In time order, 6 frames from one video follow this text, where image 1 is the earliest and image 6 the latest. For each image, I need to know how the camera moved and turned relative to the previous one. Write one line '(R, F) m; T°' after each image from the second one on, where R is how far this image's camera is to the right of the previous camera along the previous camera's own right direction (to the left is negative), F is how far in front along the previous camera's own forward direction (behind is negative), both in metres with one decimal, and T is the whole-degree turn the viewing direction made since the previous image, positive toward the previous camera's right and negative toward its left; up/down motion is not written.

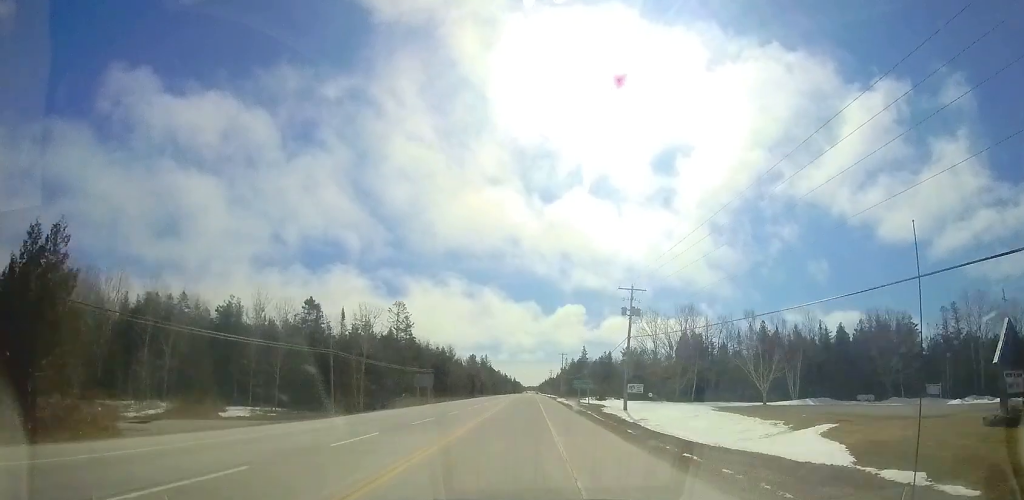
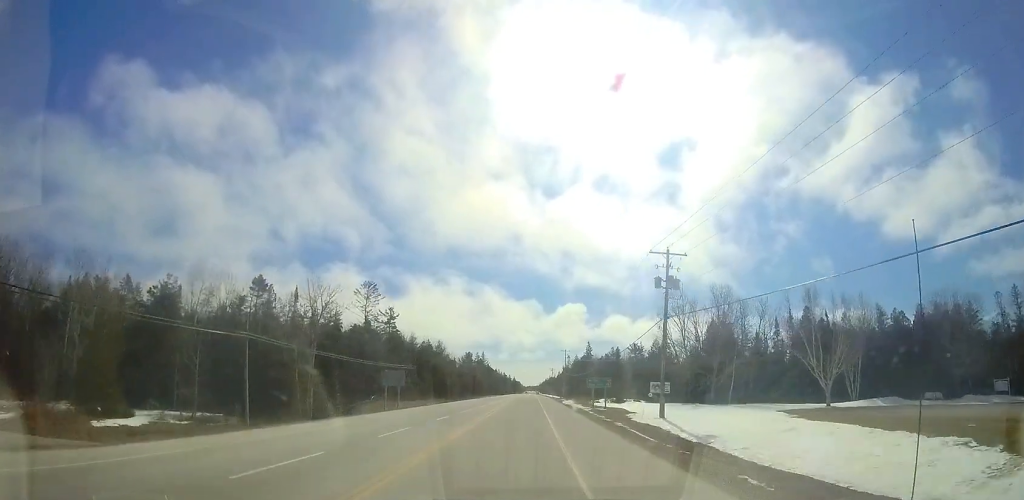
(+0.1, +11.1) m; 0°
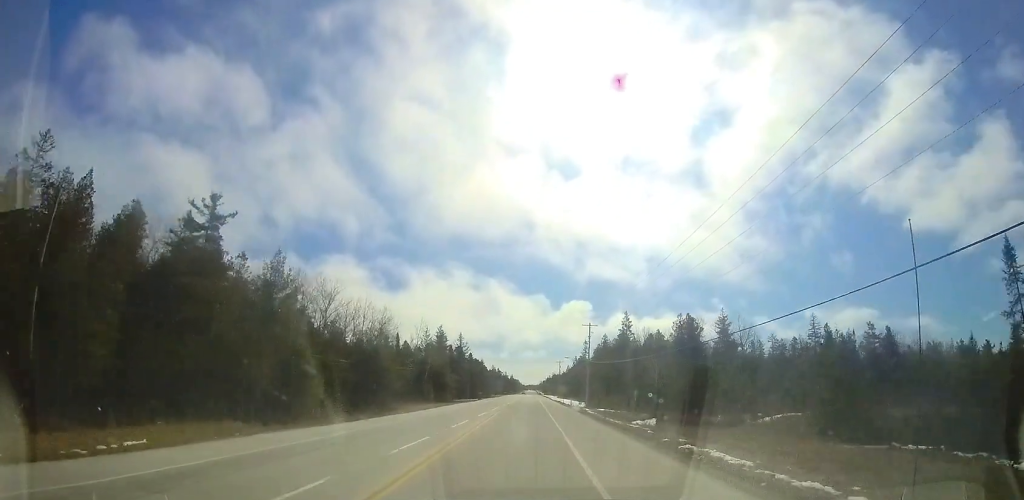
(+0.2, +49.7) m; 0°
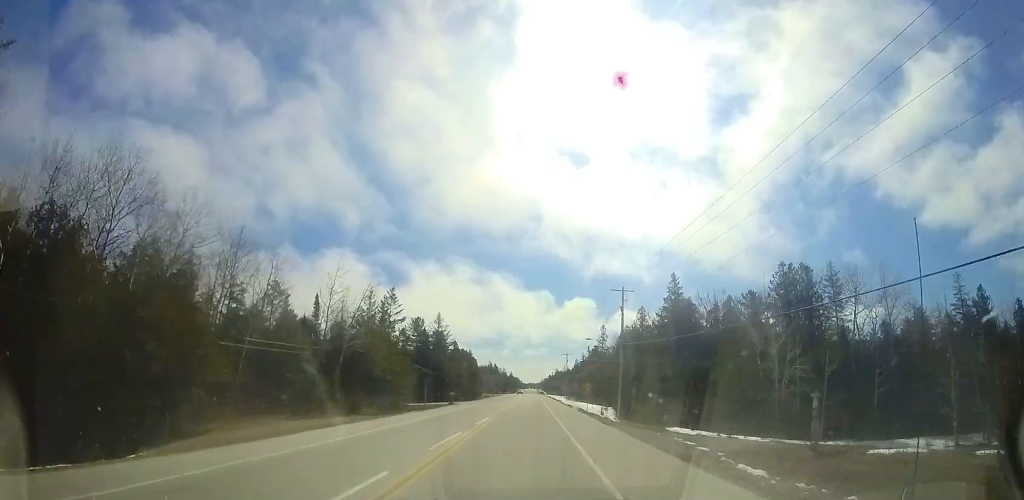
(-0.2, +25.8) m; 0°
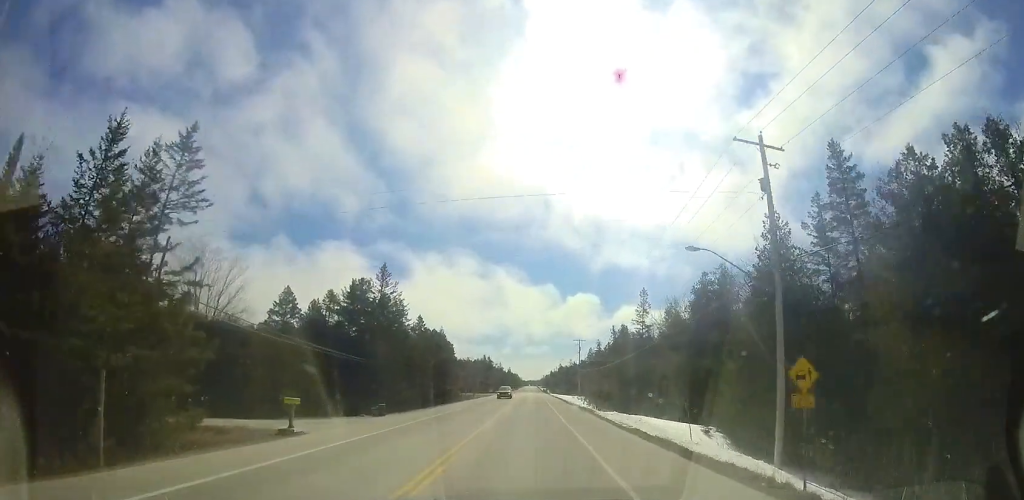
(-0.4, +30.4) m; -1°
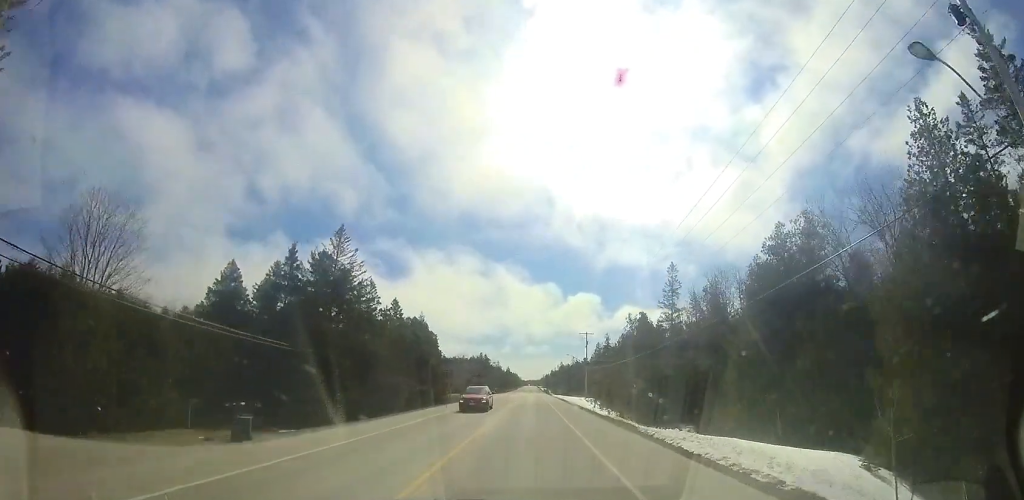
(+0.1, +11.9) m; +1°
